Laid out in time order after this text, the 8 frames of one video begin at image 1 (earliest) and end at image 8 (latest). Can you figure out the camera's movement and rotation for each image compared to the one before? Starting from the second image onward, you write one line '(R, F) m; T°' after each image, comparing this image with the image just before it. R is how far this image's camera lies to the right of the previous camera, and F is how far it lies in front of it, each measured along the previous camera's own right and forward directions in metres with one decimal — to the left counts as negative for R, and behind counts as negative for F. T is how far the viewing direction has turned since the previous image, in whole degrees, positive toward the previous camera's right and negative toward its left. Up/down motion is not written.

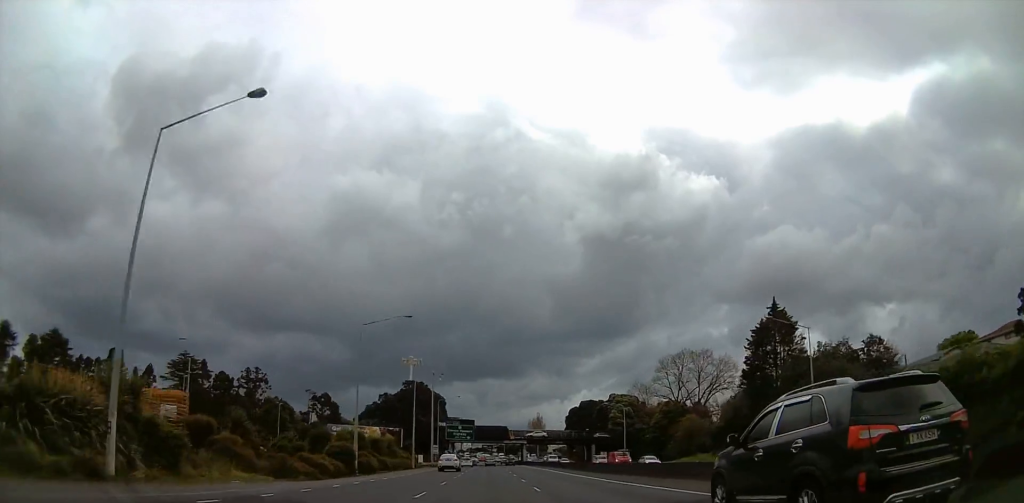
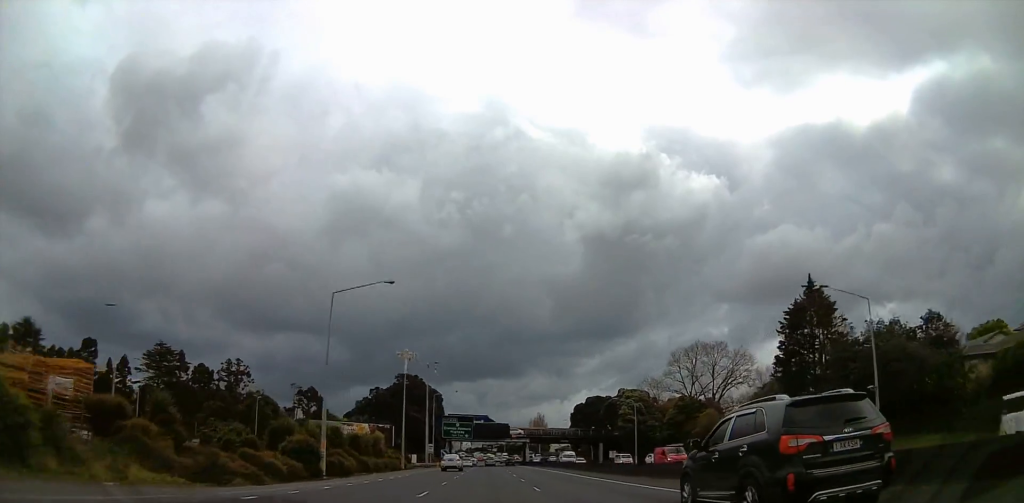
(+0.3, +9.7) m; -1°
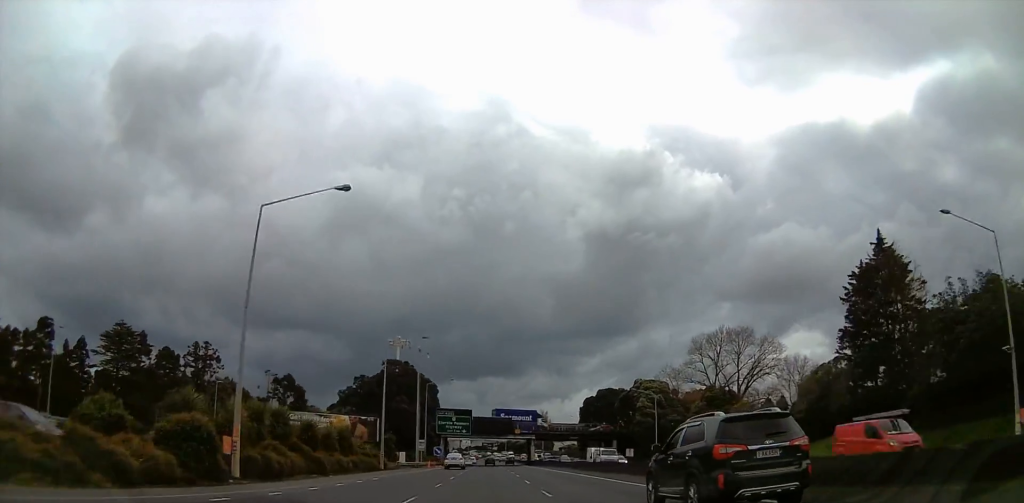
(-0.7, +14.1) m; -2°
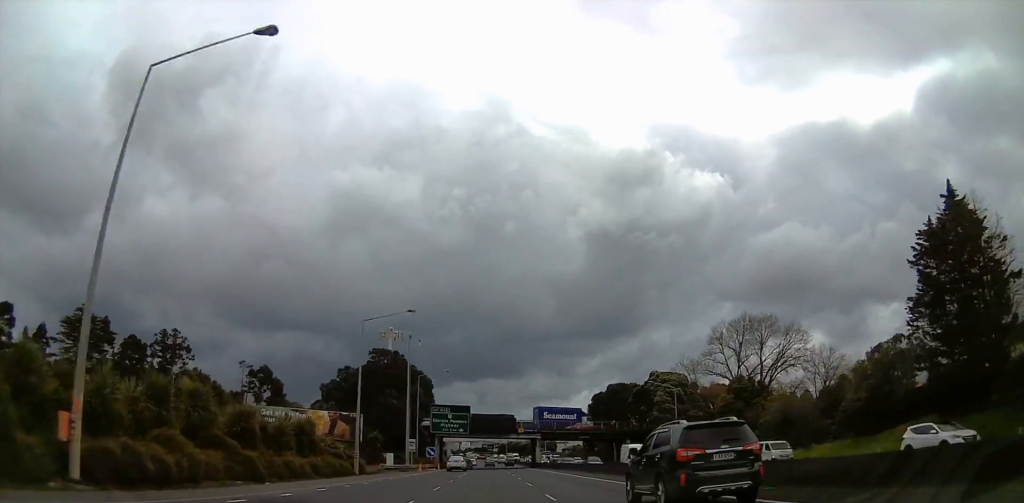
(-0.2, +10.6) m; -1°
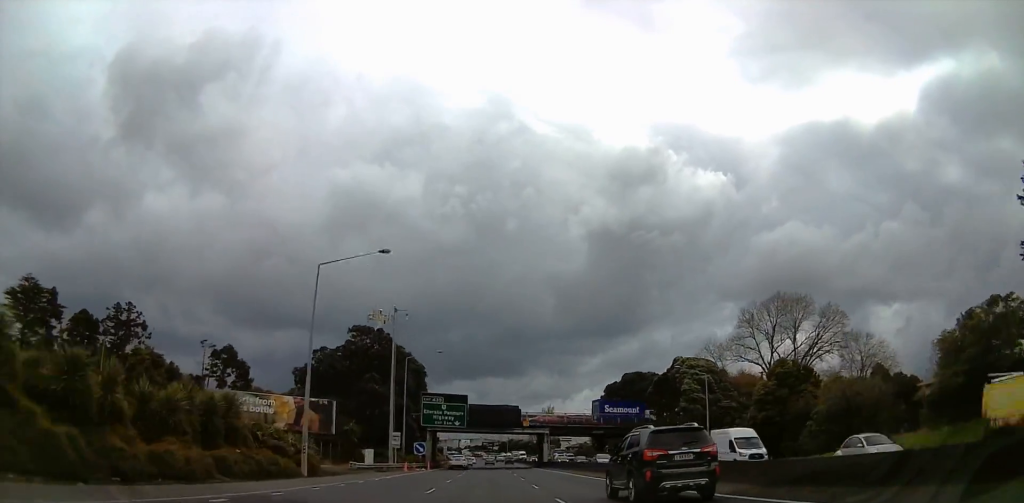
(-0.1, +13.2) m; +2°
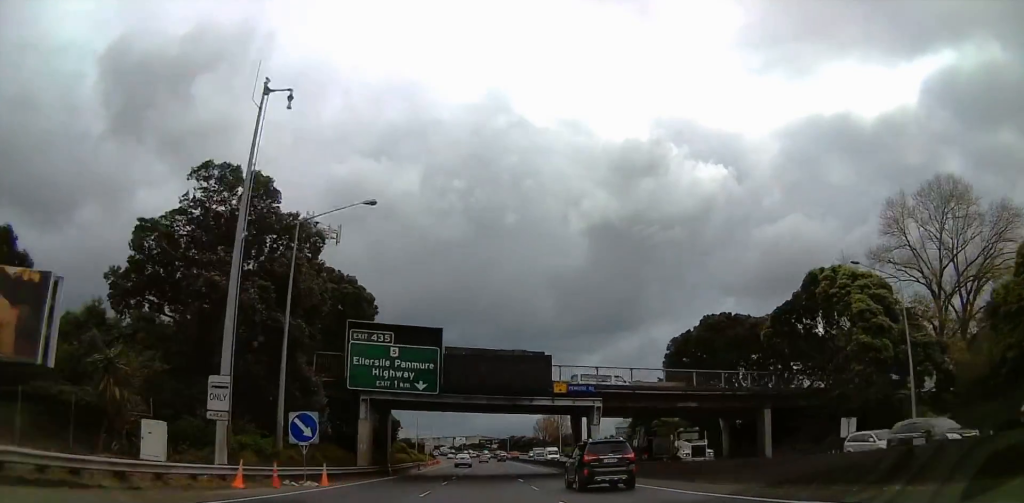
(+1.8, +41.6) m; +3°
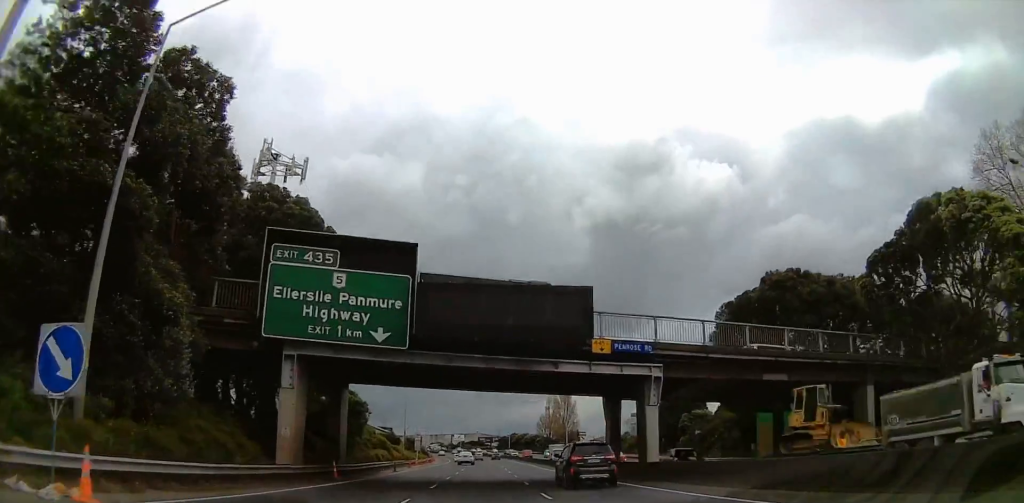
(-0.1, +16.1) m; -1°
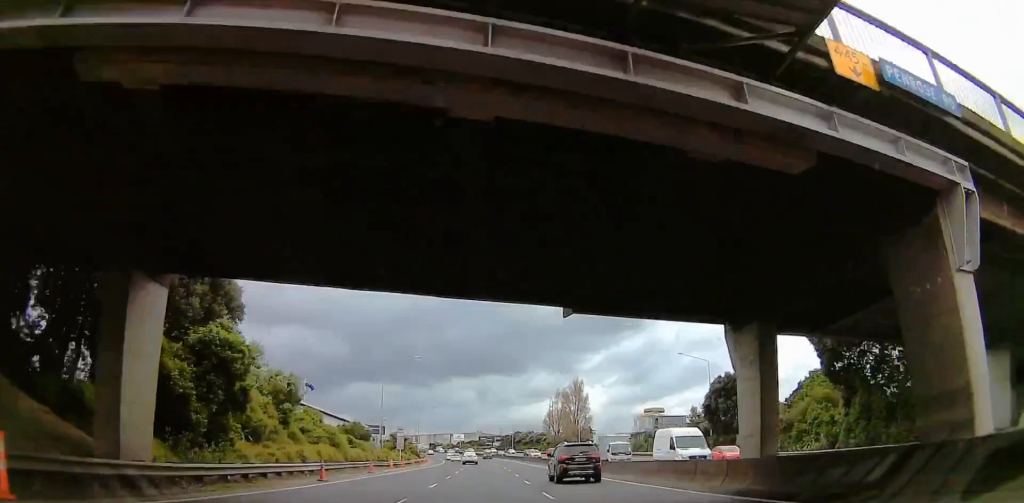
(-0.2, +20.5) m; -2°
